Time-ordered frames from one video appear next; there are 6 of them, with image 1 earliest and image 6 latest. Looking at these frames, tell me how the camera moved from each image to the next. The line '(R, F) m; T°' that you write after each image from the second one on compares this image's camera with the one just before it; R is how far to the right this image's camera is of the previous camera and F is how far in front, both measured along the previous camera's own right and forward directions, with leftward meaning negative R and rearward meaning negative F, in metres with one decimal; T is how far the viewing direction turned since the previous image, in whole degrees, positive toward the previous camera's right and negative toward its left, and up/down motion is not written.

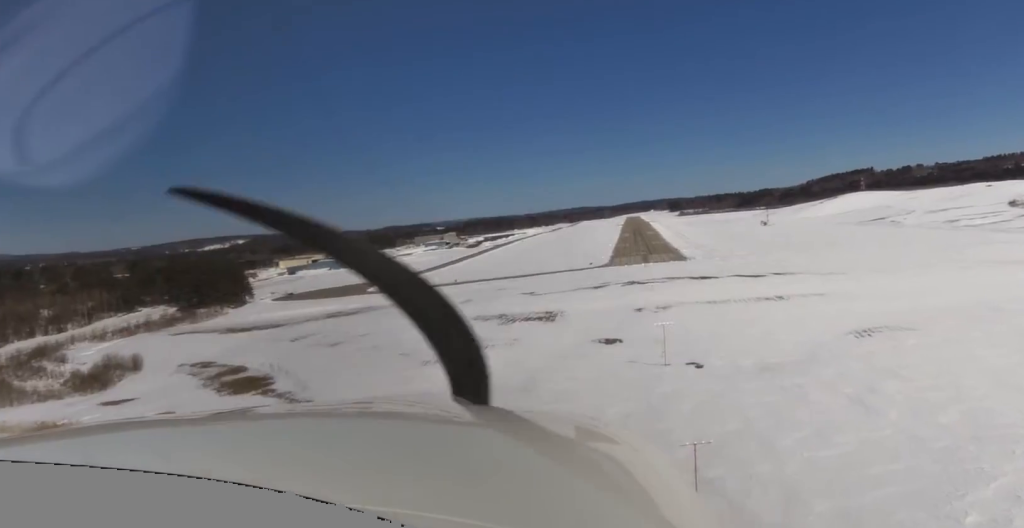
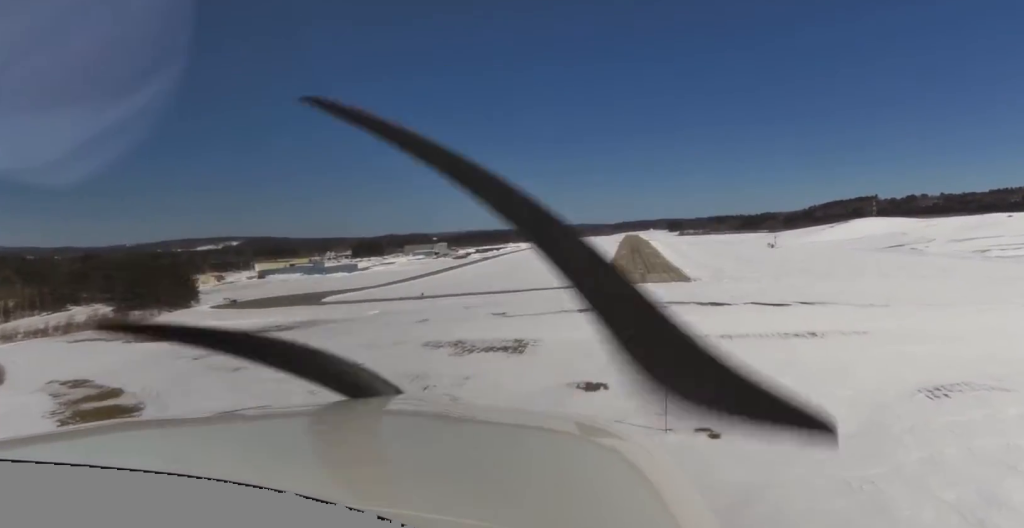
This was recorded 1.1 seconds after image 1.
(+0.7, +40.9) m; 0°
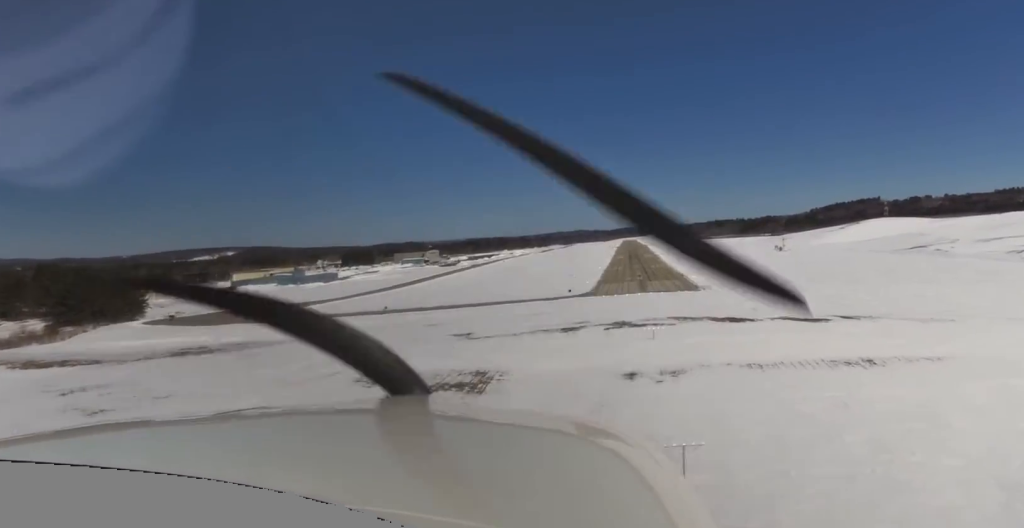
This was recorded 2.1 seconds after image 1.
(-0.5, +37.2) m; -1°
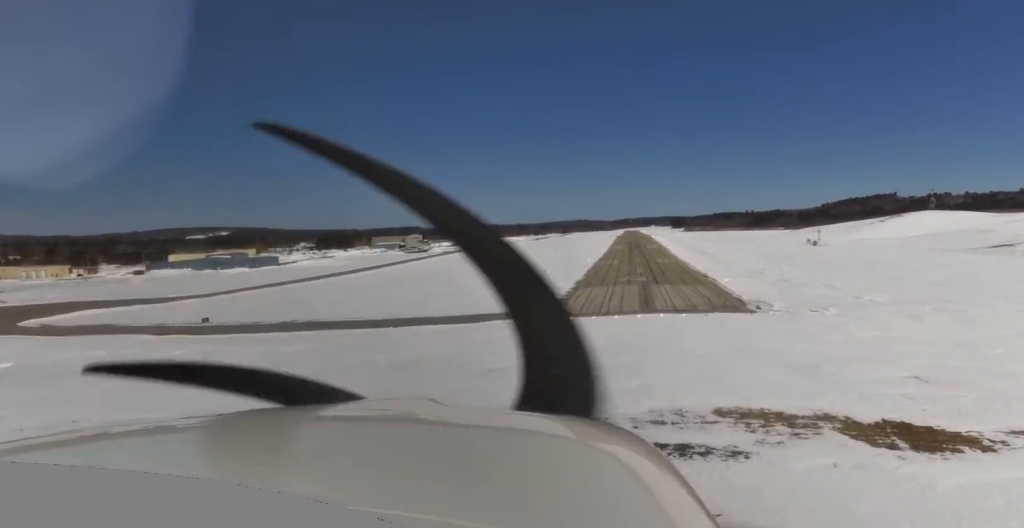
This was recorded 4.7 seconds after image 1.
(+1.7, +95.9) m; +3°
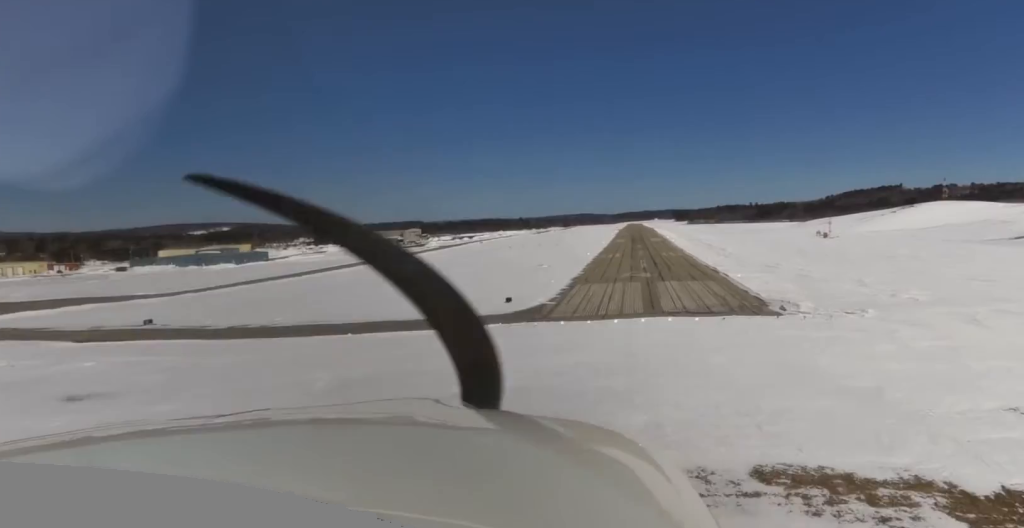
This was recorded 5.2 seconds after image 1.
(+0.3, +16.9) m; 0°
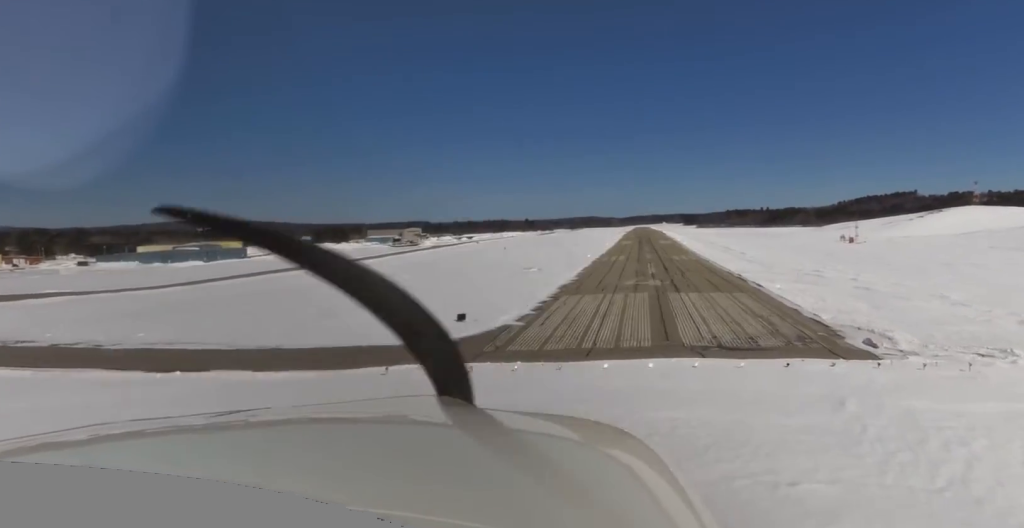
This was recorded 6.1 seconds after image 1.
(-0.1, +34.9) m; 0°
